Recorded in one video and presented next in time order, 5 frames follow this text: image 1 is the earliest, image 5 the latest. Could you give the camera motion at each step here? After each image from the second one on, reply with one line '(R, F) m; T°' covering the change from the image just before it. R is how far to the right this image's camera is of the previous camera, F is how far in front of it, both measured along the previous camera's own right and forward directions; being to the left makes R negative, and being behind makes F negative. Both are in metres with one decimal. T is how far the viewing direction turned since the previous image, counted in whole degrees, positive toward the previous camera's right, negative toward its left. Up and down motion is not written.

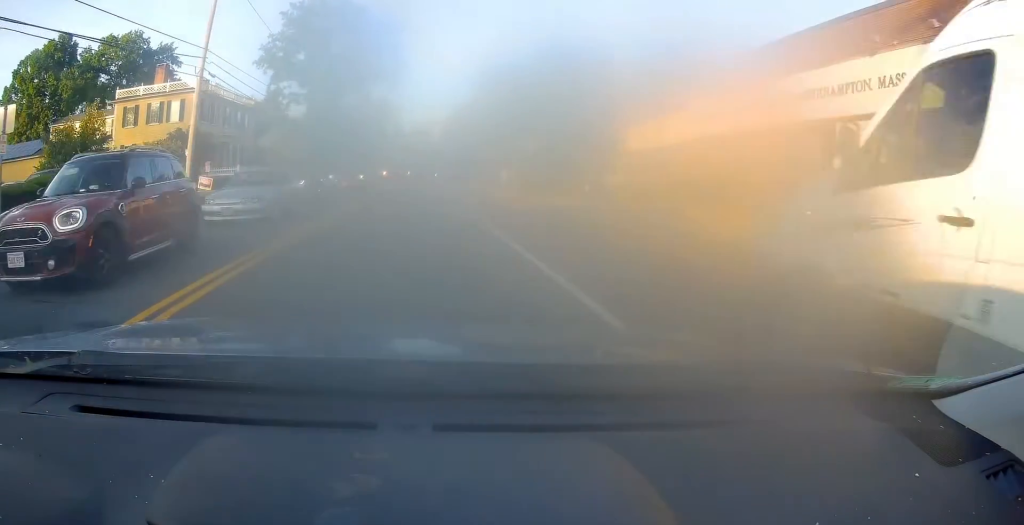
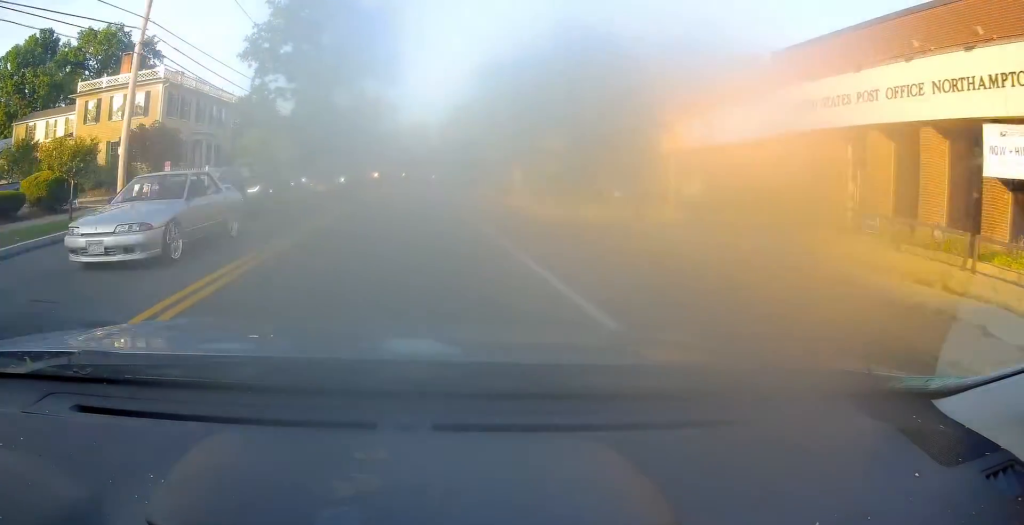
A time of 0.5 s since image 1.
(+0.2, +6.0) m; 0°
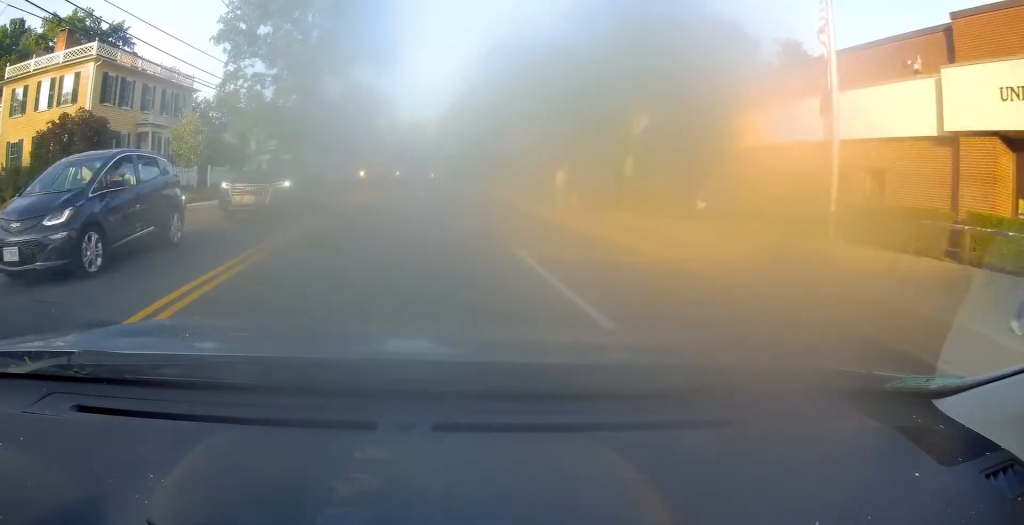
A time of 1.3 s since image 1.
(+0.3, +9.2) m; 0°
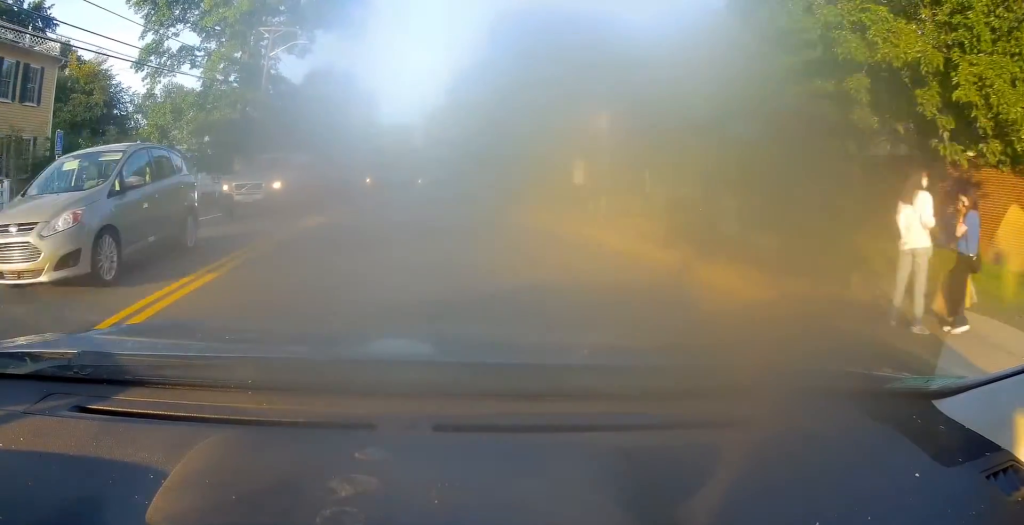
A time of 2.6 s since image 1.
(-0.5, +16.5) m; -1°
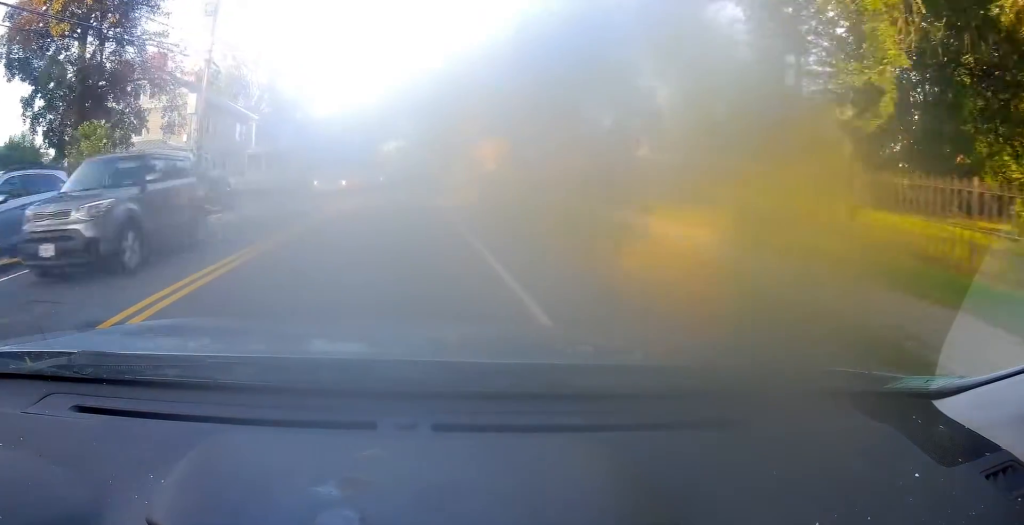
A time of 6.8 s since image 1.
(+3.4, +48.7) m; +4°
